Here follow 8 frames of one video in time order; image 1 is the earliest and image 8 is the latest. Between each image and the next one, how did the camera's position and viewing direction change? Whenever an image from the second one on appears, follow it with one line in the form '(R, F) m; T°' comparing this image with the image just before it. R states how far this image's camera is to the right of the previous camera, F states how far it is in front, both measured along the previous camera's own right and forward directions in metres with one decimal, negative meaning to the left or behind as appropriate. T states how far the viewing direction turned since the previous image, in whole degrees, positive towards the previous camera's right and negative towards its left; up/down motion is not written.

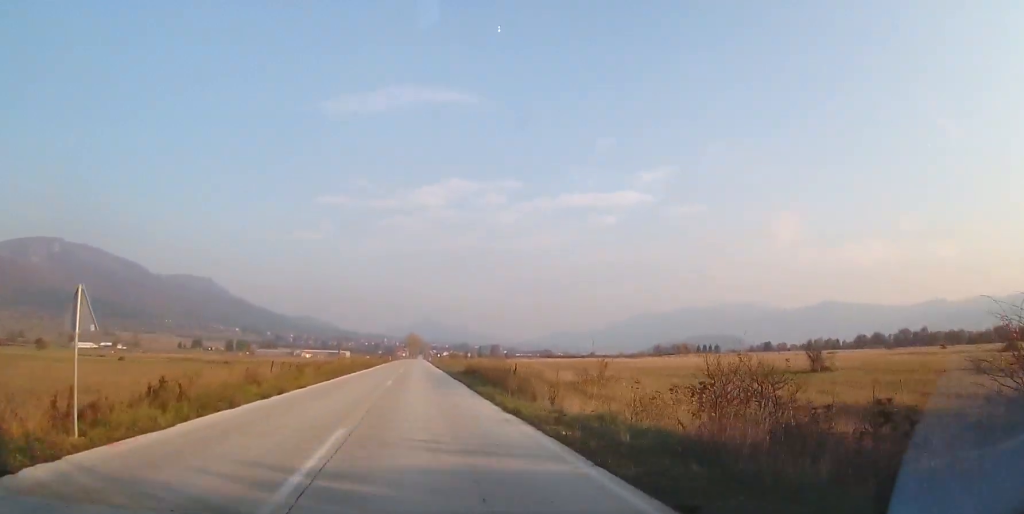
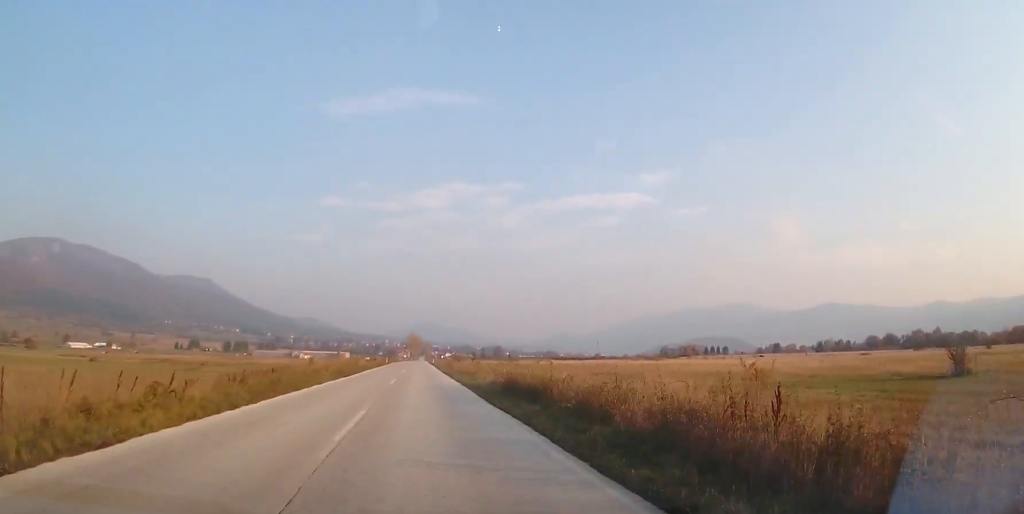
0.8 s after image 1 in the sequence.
(-0.3, +16.3) m; 0°
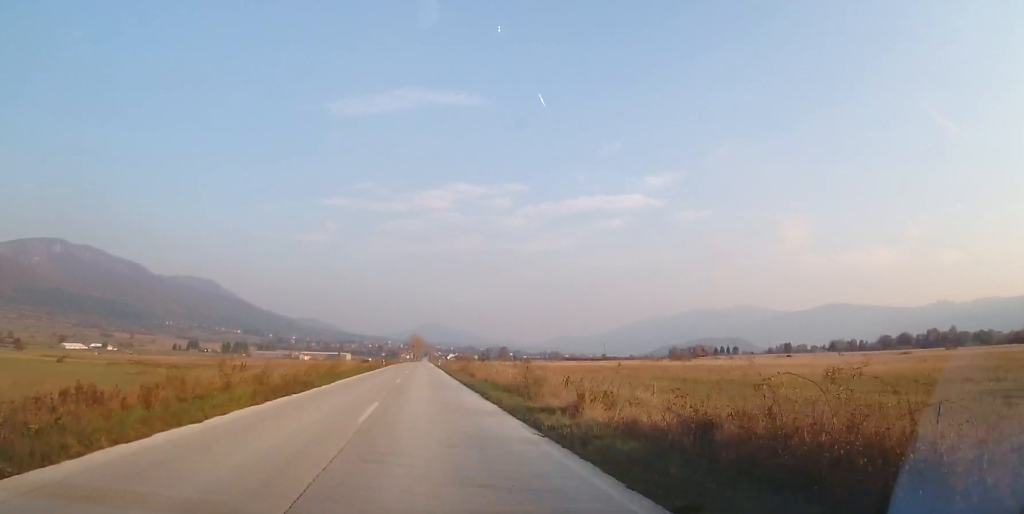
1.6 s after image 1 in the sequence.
(+0.4, +16.4) m; 0°
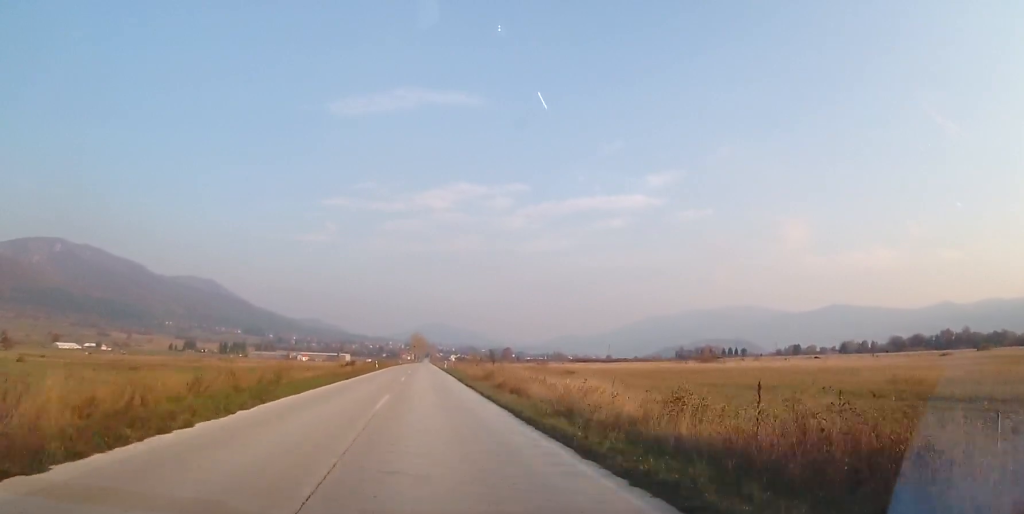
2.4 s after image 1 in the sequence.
(-0.4, +15.8) m; 0°
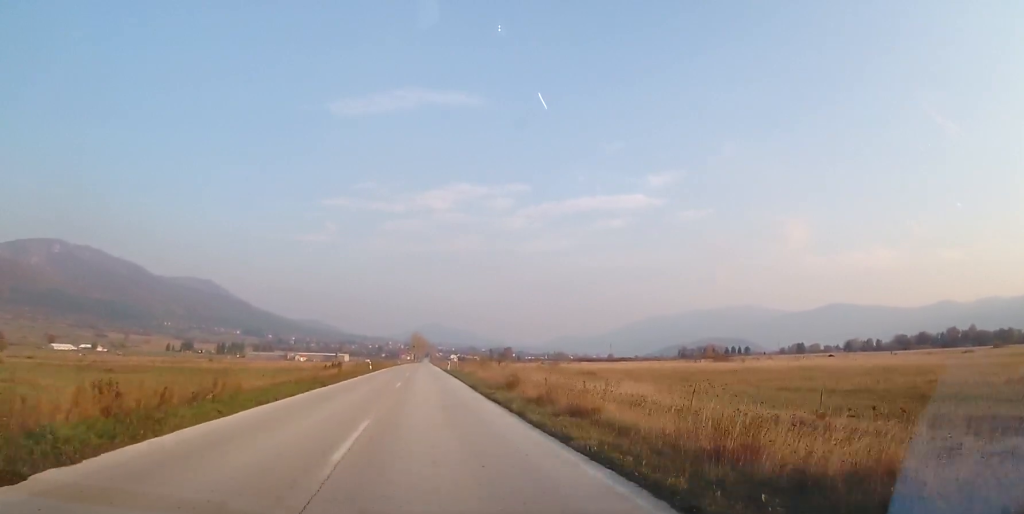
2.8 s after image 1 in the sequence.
(-0.2, +8.3) m; 0°
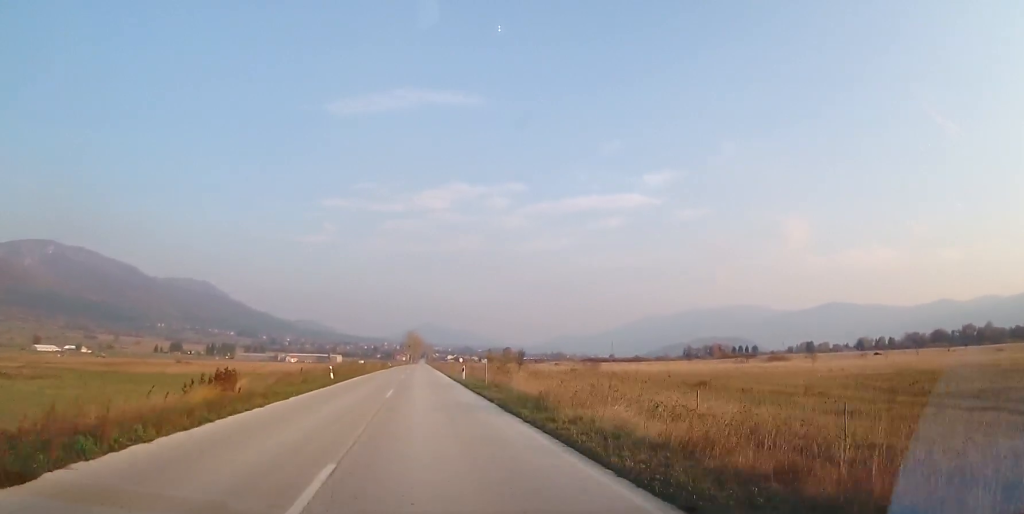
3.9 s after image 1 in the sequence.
(+0.7, +24.3) m; +1°
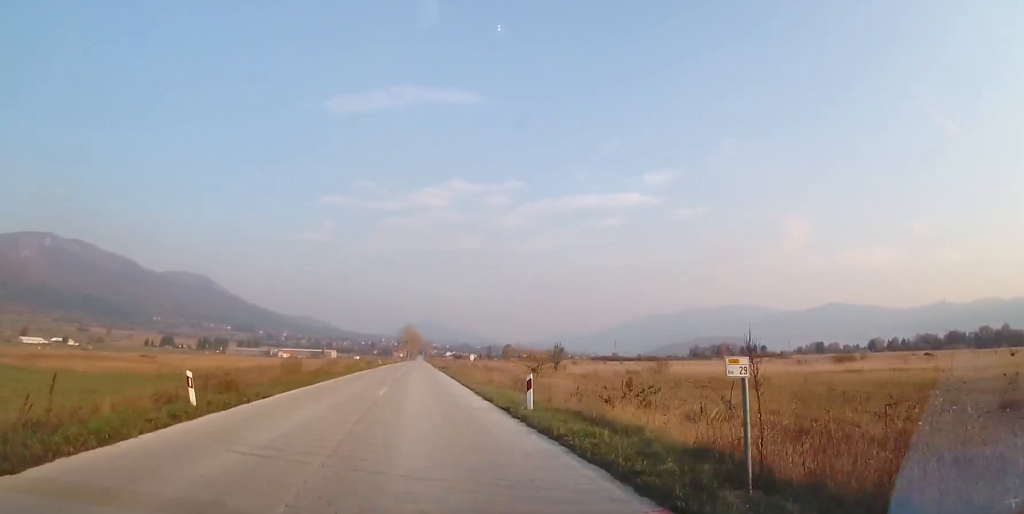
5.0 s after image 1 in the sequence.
(-0.2, +21.8) m; 0°
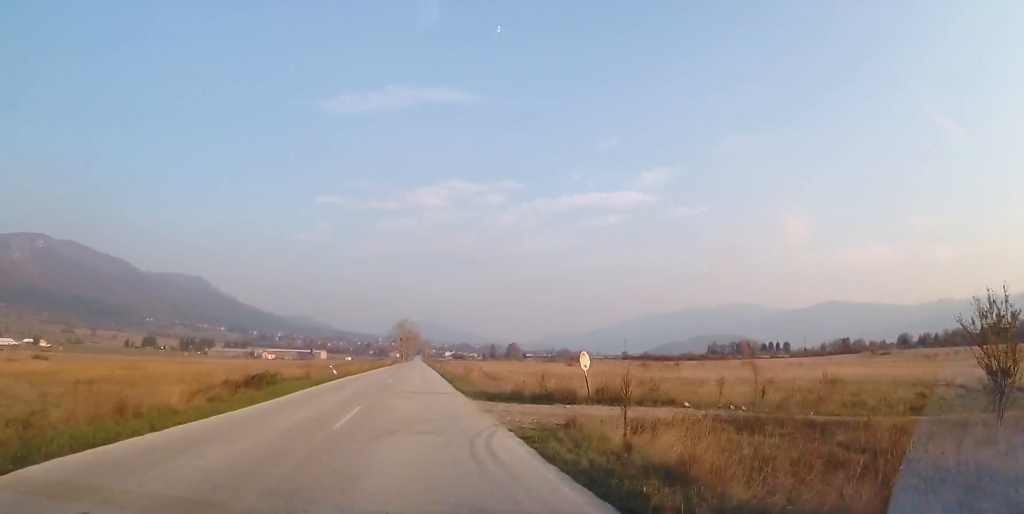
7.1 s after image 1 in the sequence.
(0.0, +46.1) m; 0°
